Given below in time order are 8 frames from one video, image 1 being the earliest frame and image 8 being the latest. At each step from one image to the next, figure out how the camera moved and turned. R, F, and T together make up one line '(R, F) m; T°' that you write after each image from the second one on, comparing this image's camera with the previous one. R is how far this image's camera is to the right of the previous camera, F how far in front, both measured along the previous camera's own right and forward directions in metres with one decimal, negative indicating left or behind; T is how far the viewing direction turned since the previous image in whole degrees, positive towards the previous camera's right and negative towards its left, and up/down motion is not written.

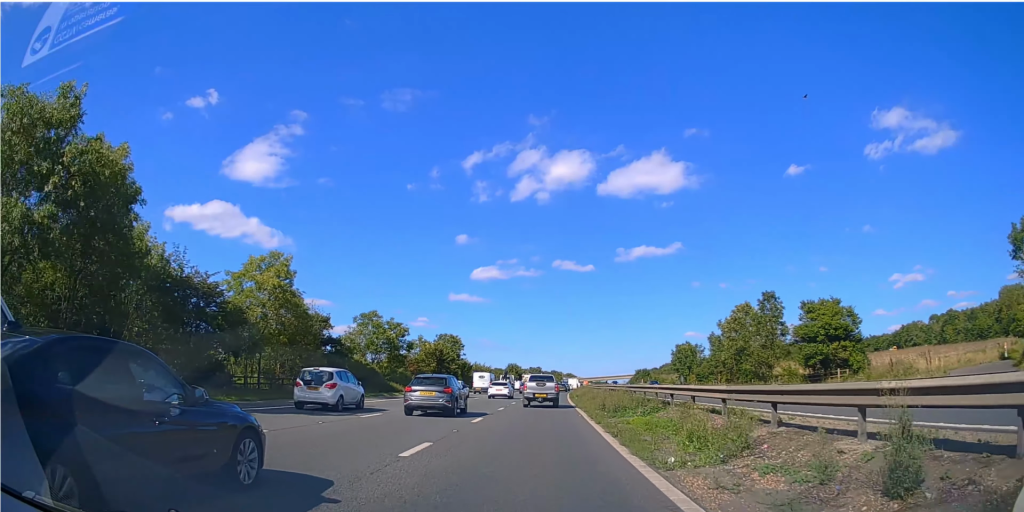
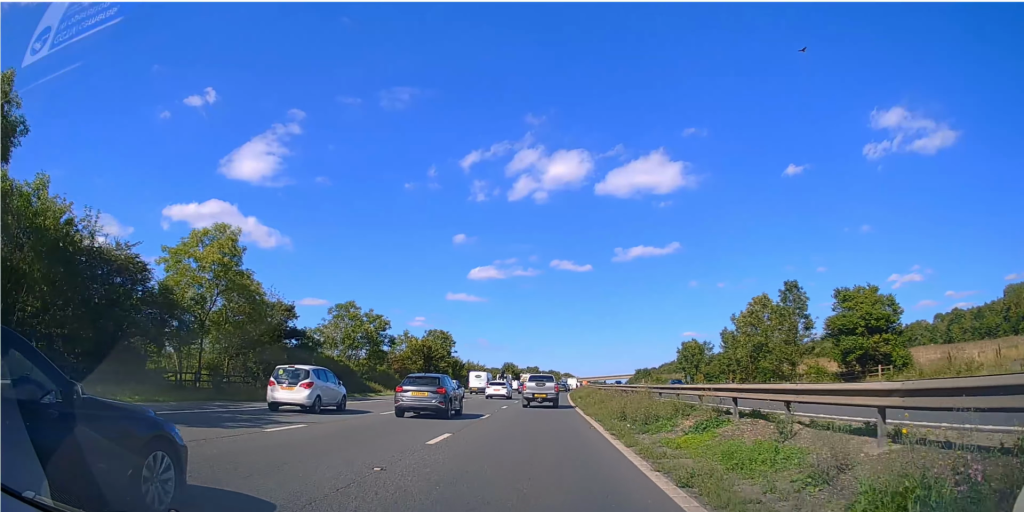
(0.0, +6.7) m; 0°
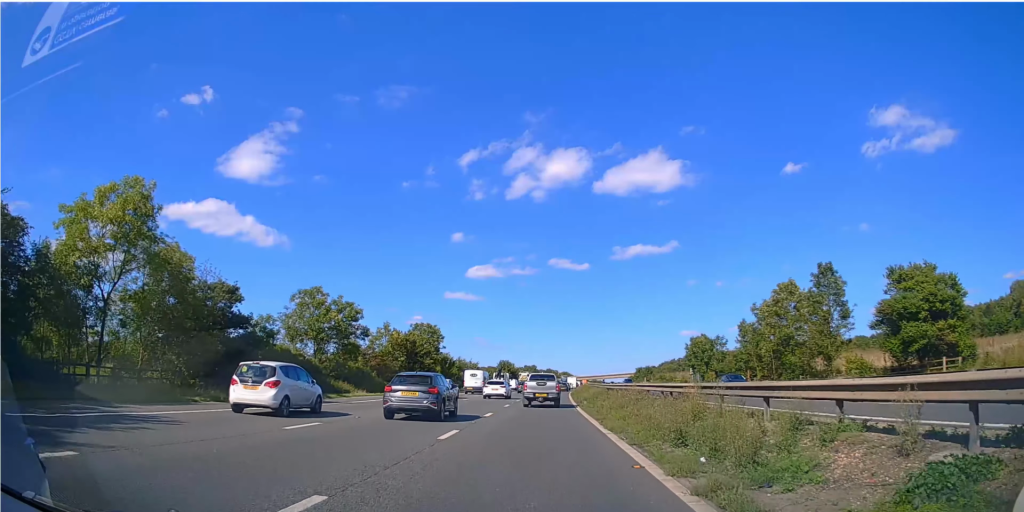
(0.0, +8.2) m; 0°
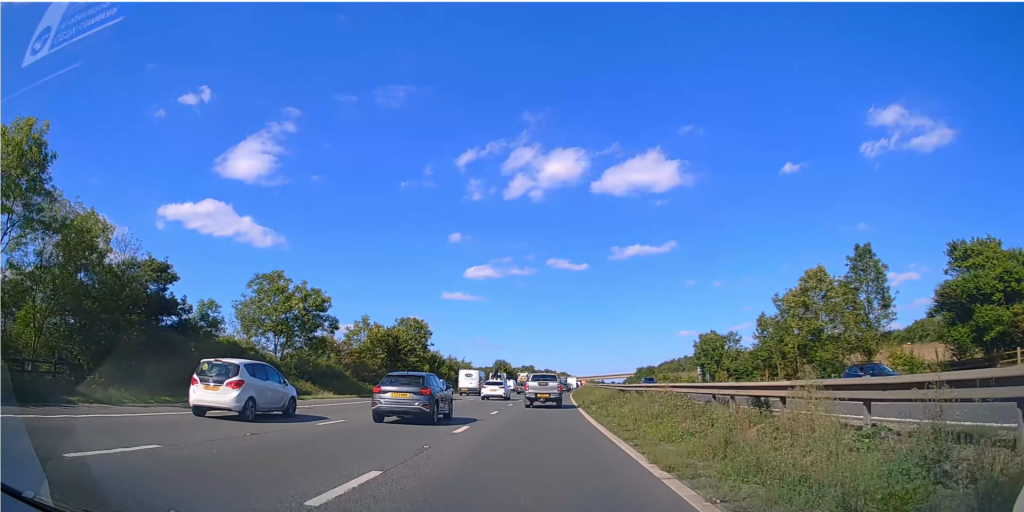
(0.0, +7.3) m; 0°
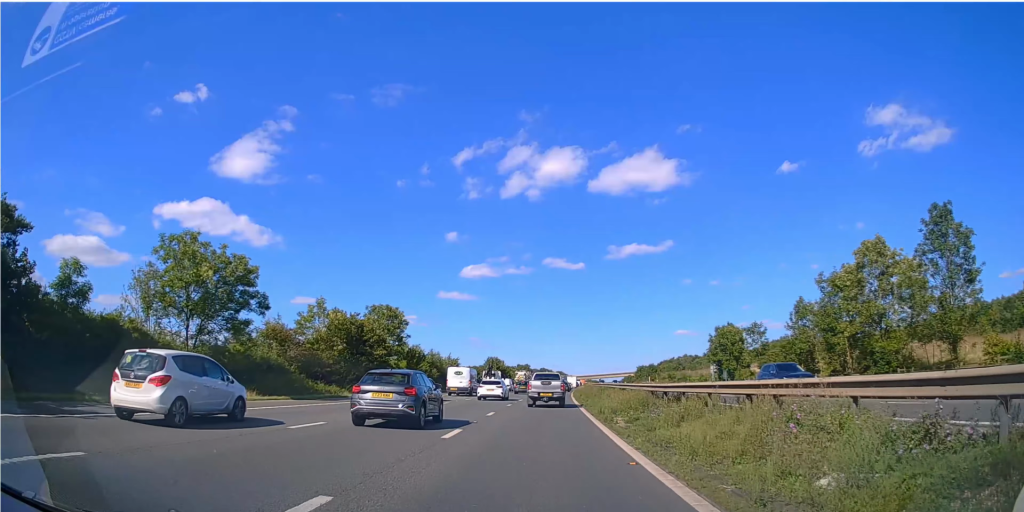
(0.0, +11.2) m; 0°
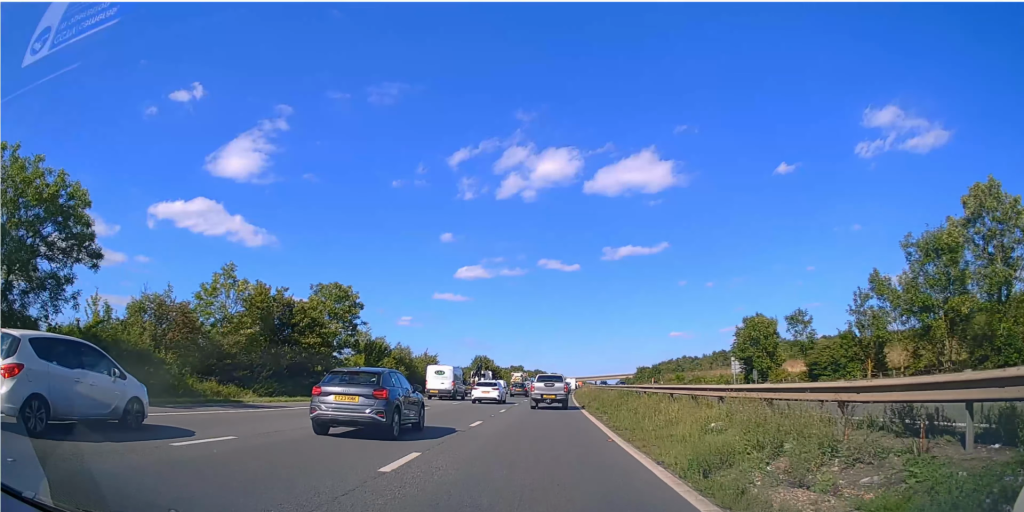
(0.0, +15.8) m; 0°
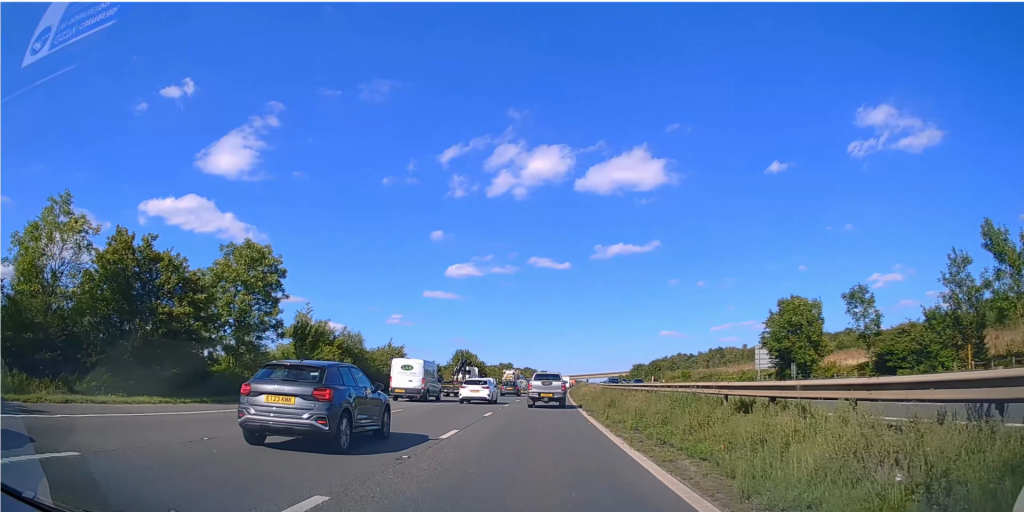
(+0.1, +16.3) m; +1°
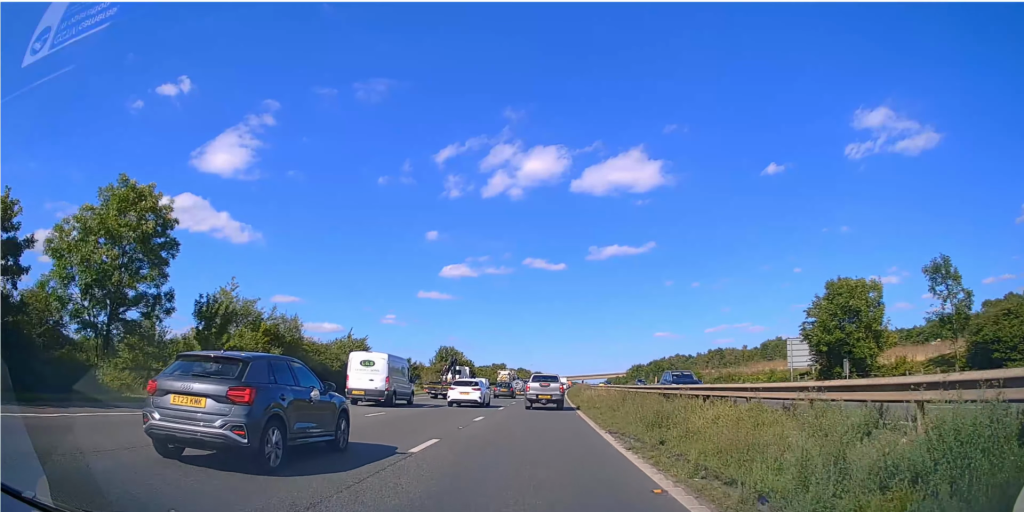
(+0.2, +14.0) m; +1°
